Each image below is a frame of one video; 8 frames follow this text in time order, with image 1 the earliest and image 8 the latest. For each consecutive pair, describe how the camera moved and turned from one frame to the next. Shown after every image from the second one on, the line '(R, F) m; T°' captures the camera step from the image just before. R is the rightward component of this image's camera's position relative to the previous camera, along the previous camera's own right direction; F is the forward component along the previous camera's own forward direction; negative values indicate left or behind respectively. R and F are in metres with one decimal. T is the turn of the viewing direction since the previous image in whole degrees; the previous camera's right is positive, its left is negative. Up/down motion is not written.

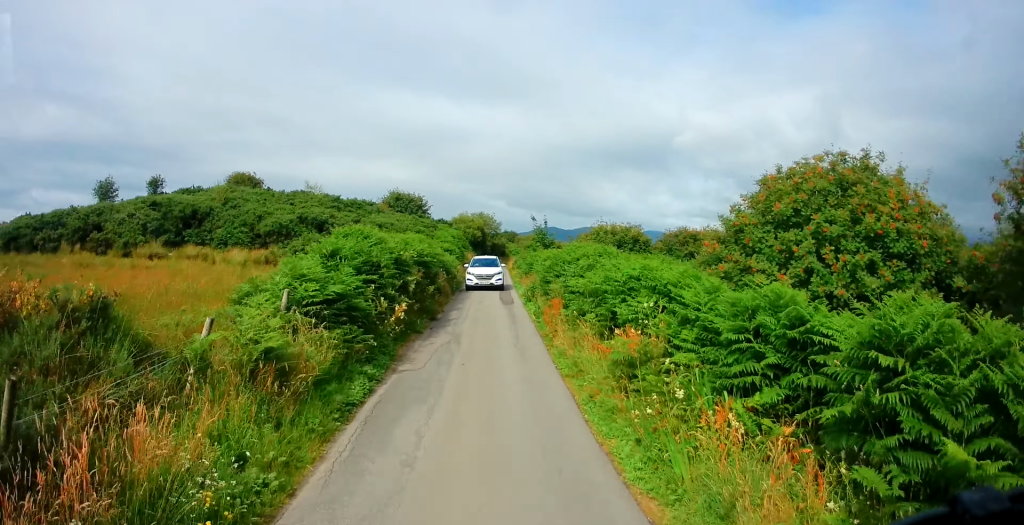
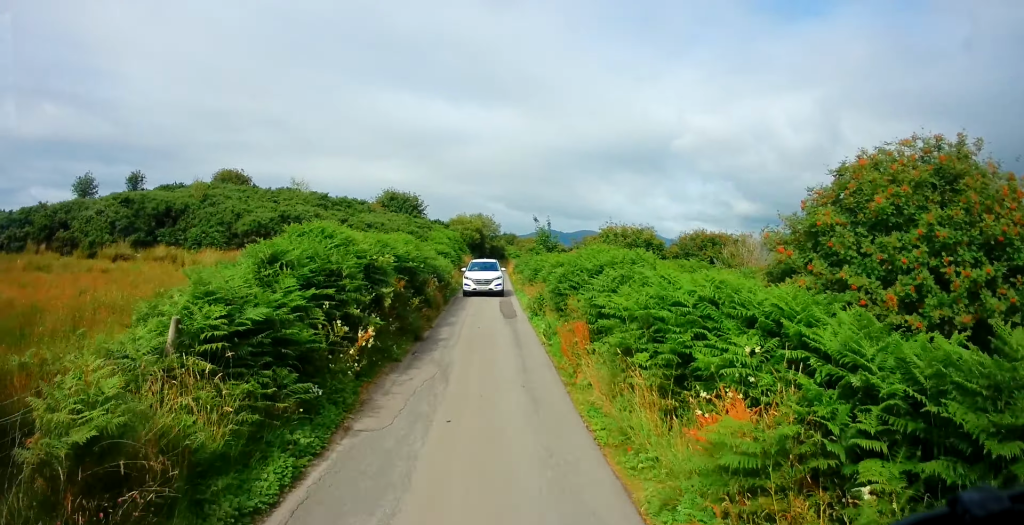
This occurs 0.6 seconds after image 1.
(0.0, +3.3) m; +1°
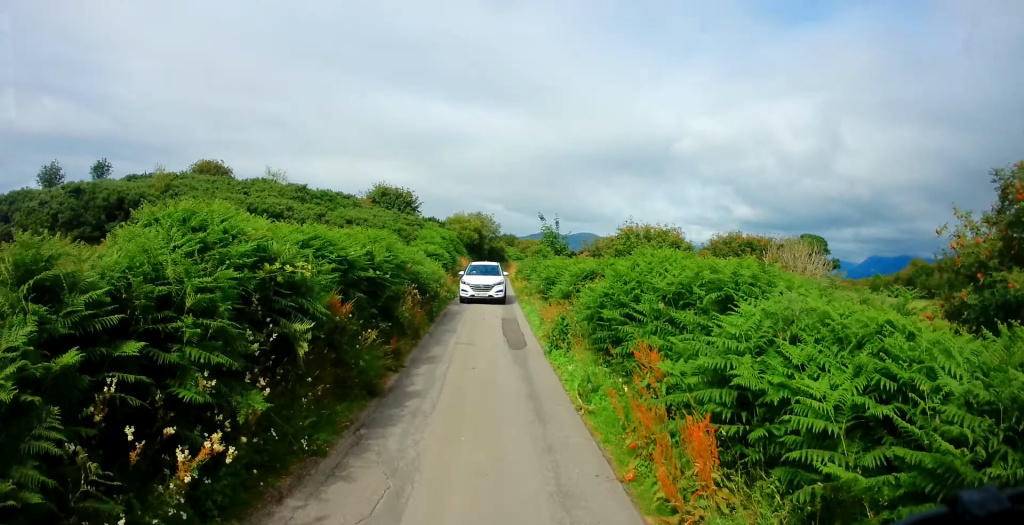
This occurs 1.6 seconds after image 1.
(+0.1, +5.1) m; +2°
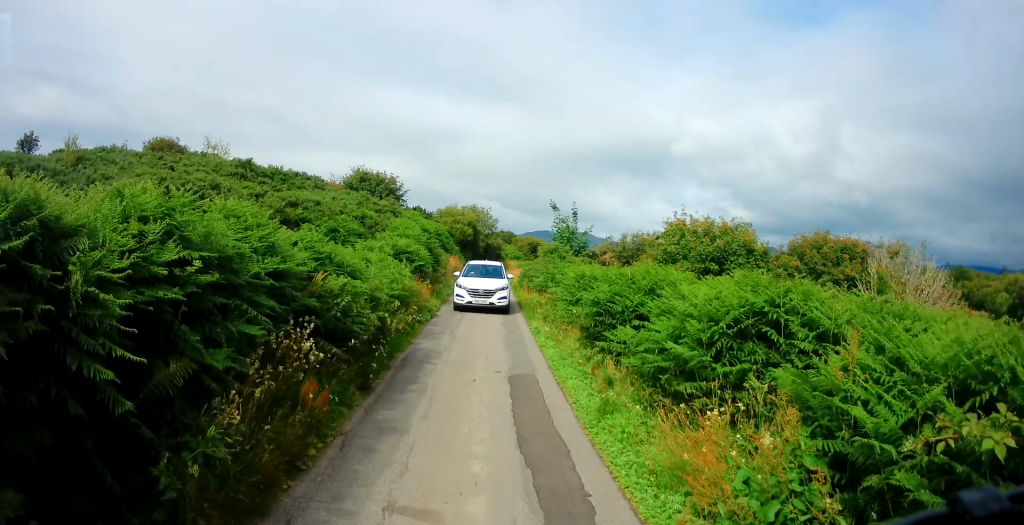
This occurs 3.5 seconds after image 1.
(-0.5, +8.7) m; -6°
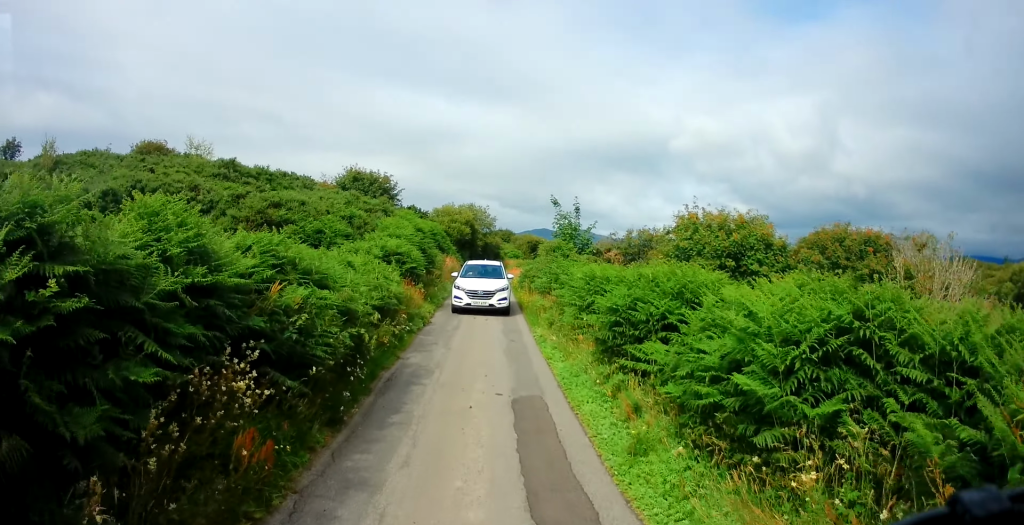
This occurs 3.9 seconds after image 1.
(-0.1, +1.7) m; 0°
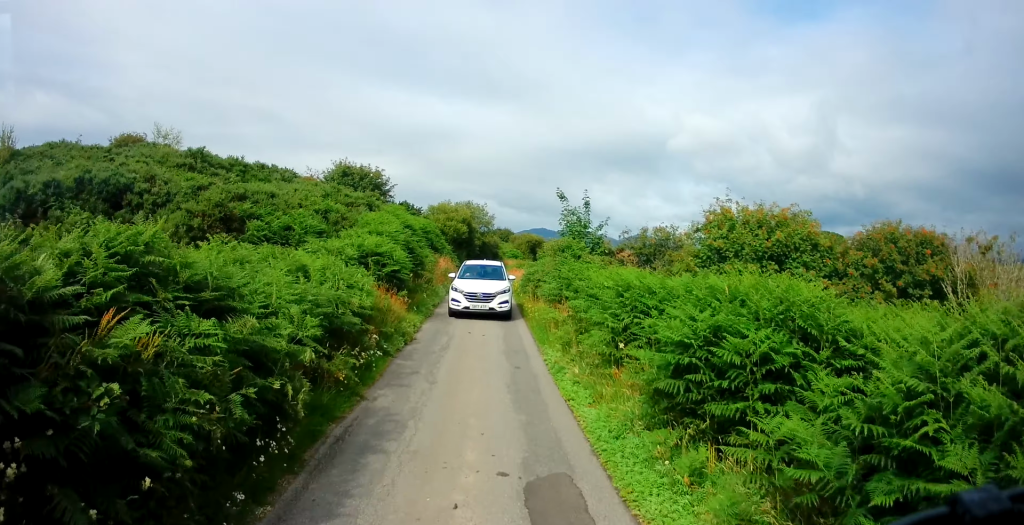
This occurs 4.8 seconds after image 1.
(+0.4, +3.2) m; +6°
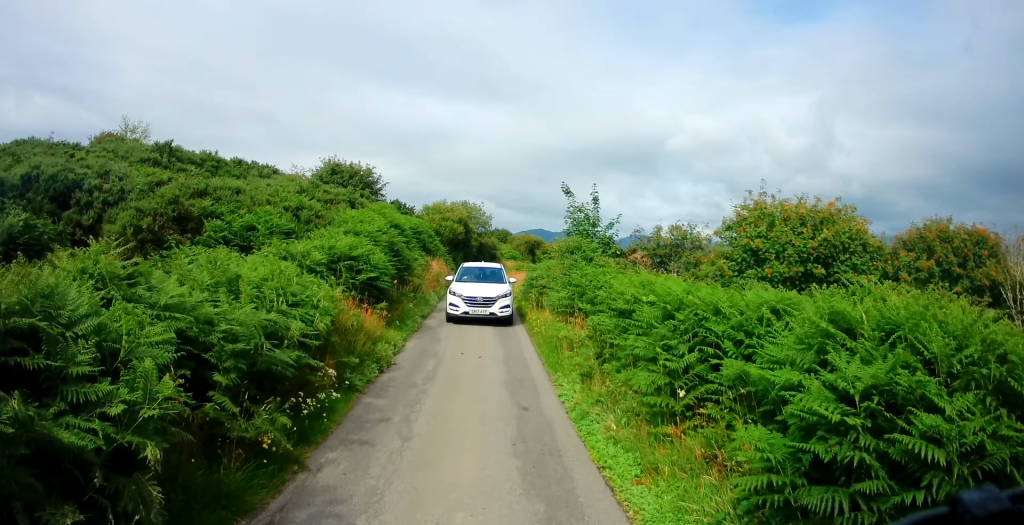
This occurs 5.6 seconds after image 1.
(0.0, +2.5) m; +1°
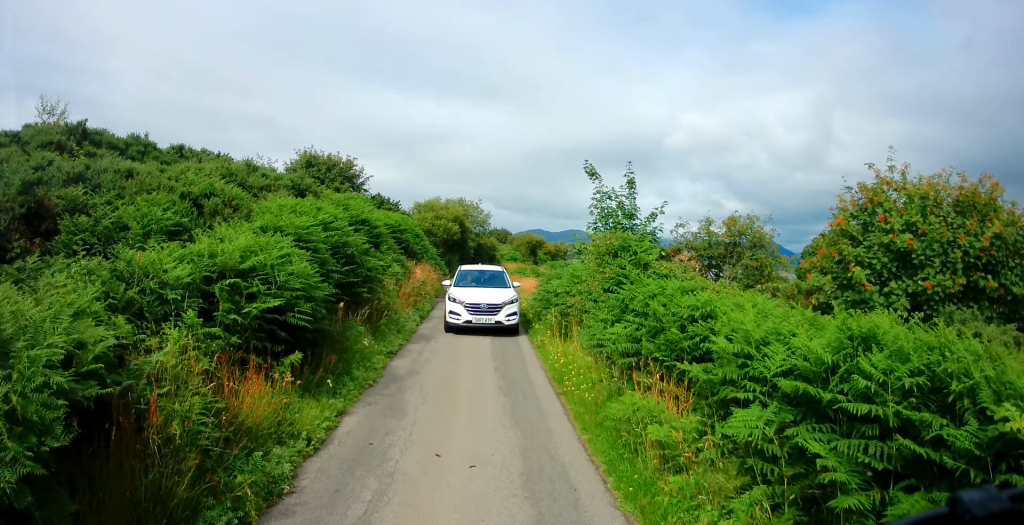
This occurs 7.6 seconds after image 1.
(-0.3, +5.7) m; -1°
